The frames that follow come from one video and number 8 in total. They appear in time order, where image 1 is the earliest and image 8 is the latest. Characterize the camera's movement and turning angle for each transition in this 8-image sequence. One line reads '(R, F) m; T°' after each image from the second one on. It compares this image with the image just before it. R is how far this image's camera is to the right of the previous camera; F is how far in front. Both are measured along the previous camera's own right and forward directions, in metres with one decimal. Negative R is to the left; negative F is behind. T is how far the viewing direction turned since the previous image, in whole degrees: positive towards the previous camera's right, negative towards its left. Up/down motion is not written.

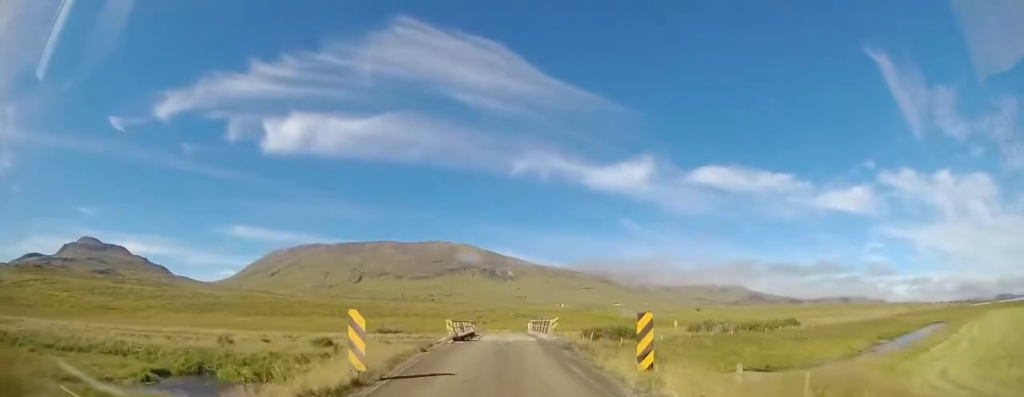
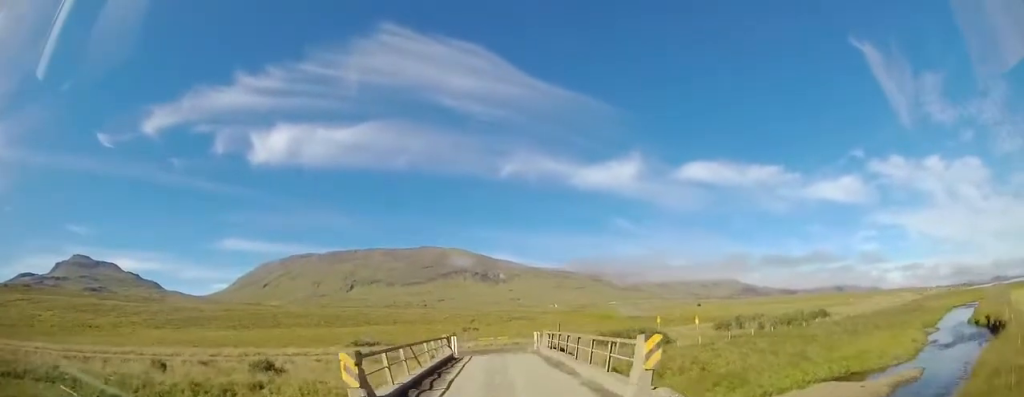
(0.0, +10.1) m; +2°
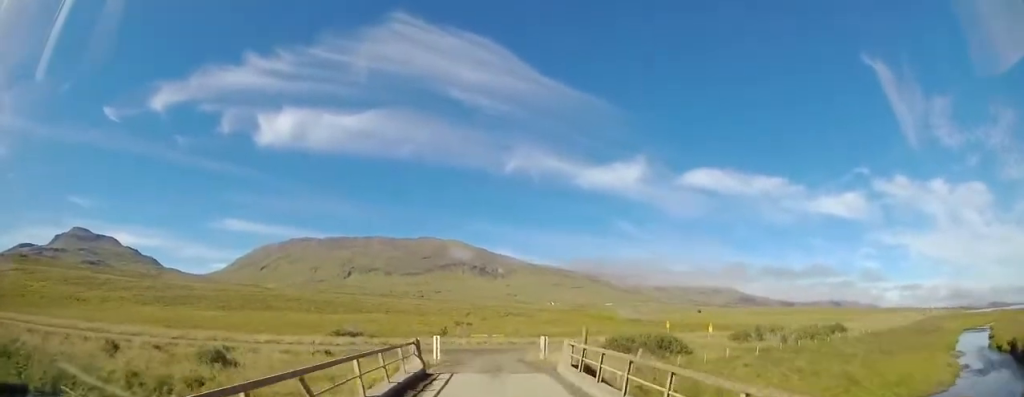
(+0.1, +5.4) m; +1°
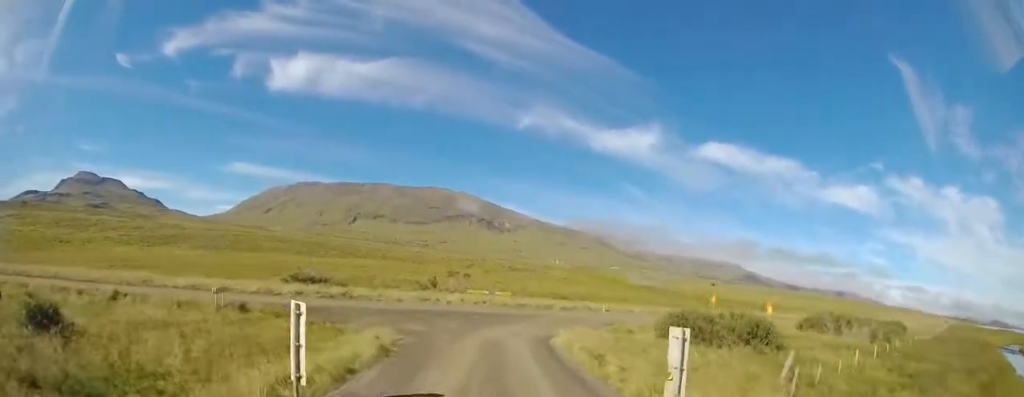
(-0.1, +13.3) m; -2°
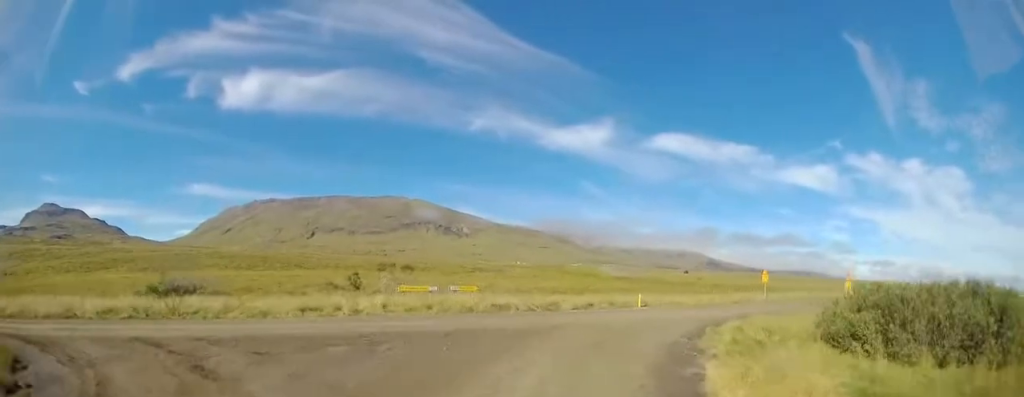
(+1.8, +16.2) m; +18°
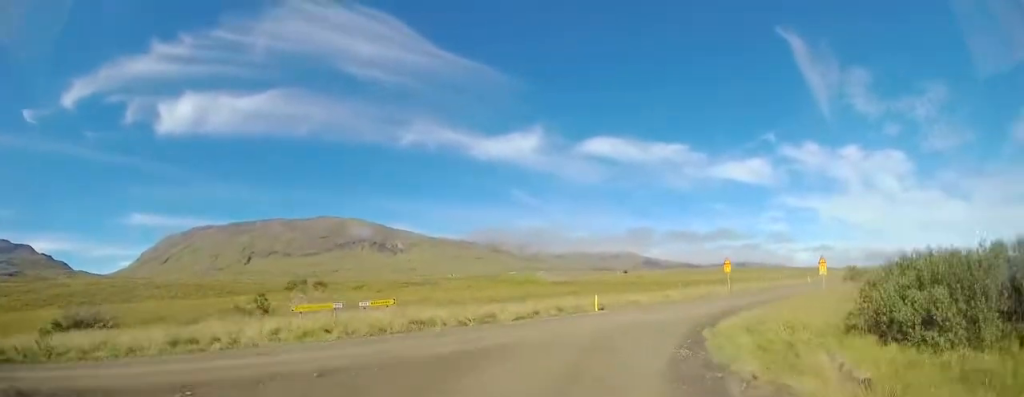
(+0.2, +4.3) m; +8°
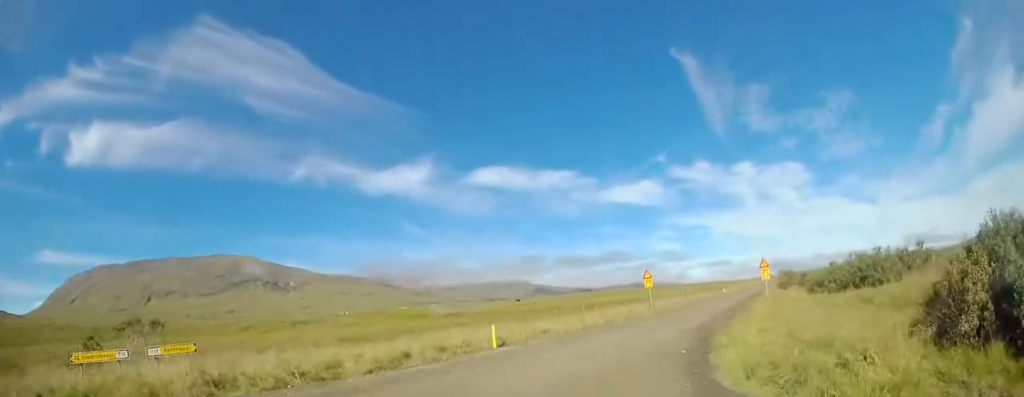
(+0.6, +5.6) m; +14°
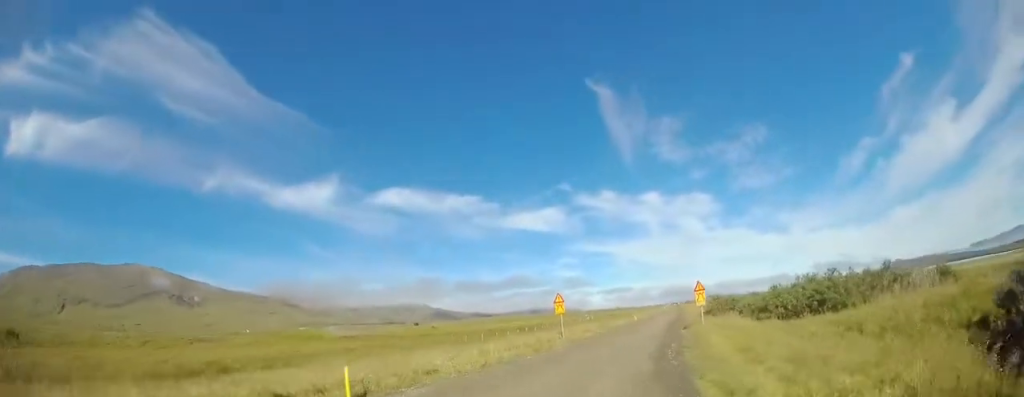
(+0.5, +4.1) m; +9°
